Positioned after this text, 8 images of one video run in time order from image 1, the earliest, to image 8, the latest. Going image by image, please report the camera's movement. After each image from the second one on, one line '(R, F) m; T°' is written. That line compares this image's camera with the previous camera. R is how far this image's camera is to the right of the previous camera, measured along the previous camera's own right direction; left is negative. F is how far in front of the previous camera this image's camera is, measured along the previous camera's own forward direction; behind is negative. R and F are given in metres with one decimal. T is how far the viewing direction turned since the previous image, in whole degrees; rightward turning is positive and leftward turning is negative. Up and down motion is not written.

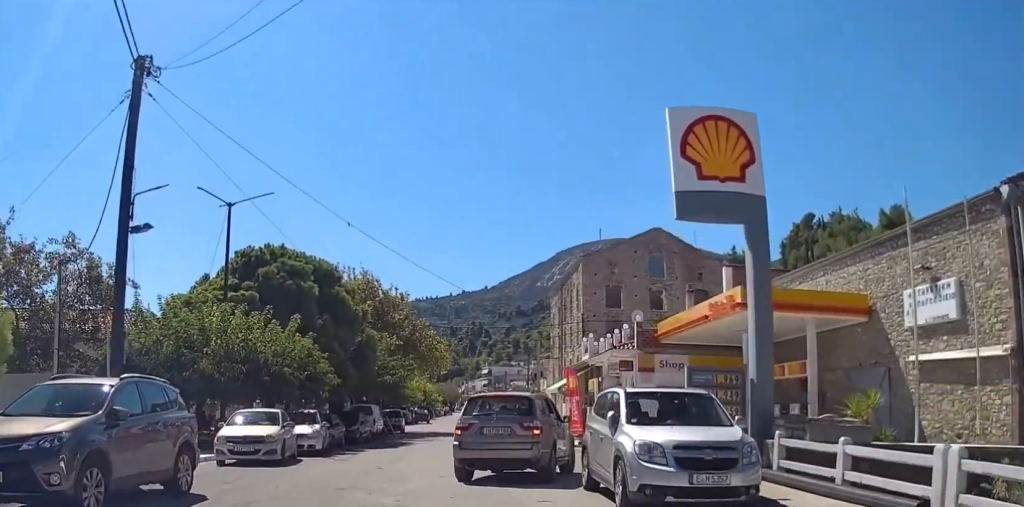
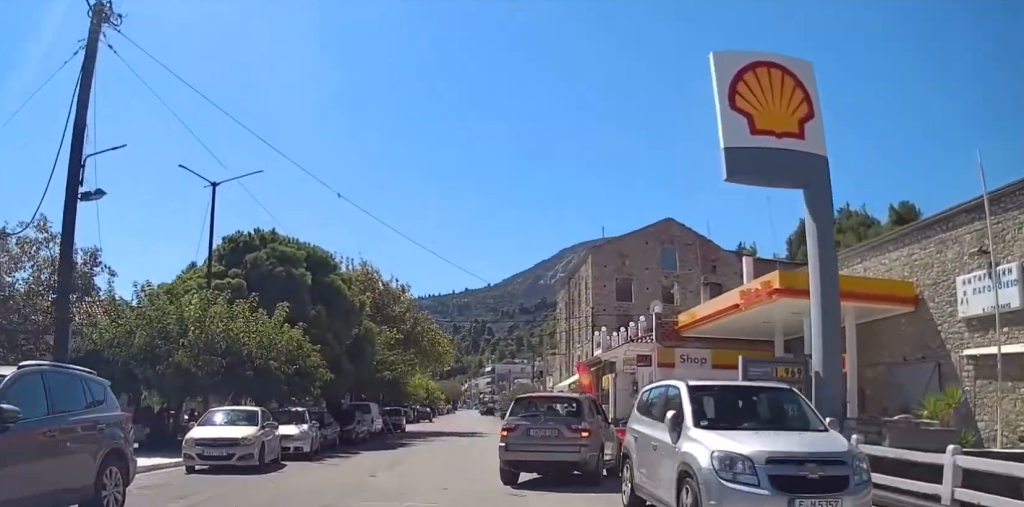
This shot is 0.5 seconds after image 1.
(+0.1, +2.7) m; -4°
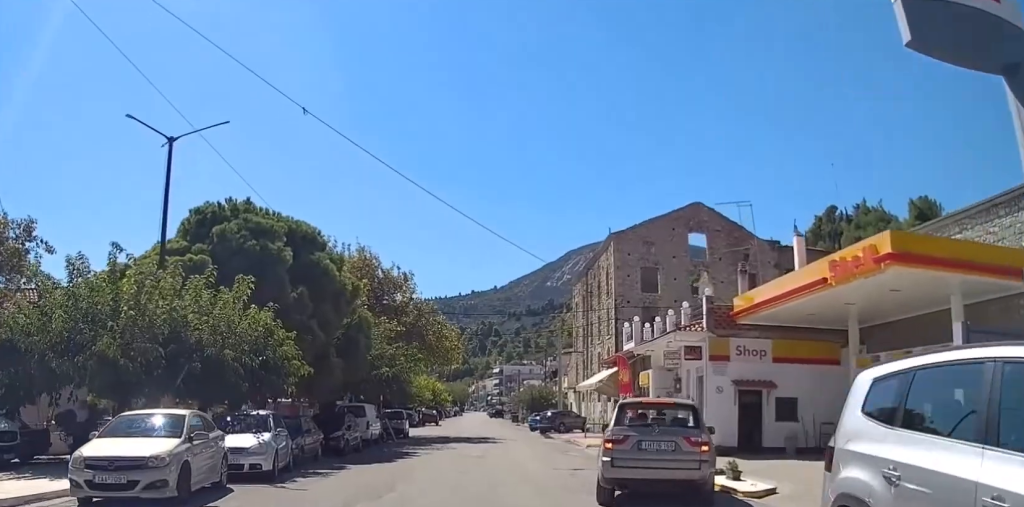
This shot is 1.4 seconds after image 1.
(-0.1, +4.7) m; -7°
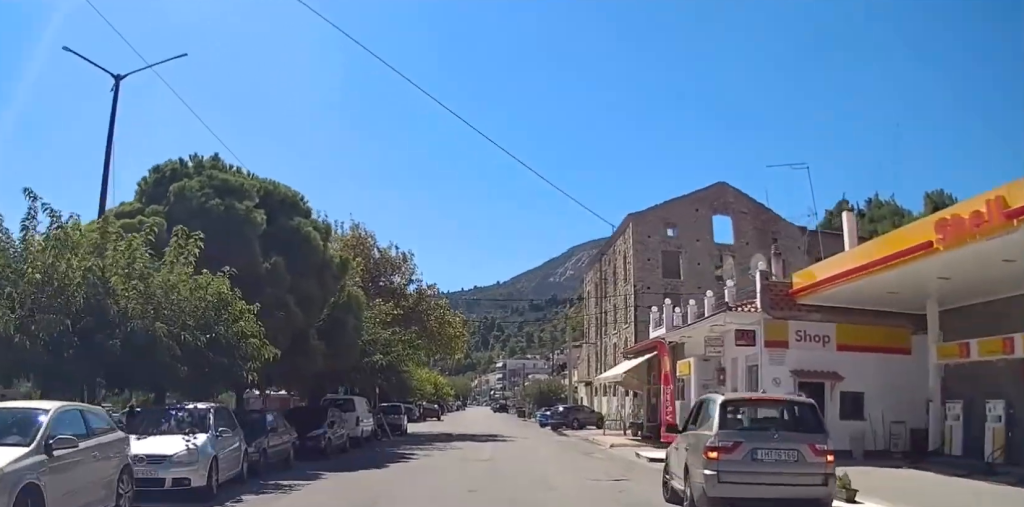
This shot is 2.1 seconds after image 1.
(-1.1, +3.1) m; +5°
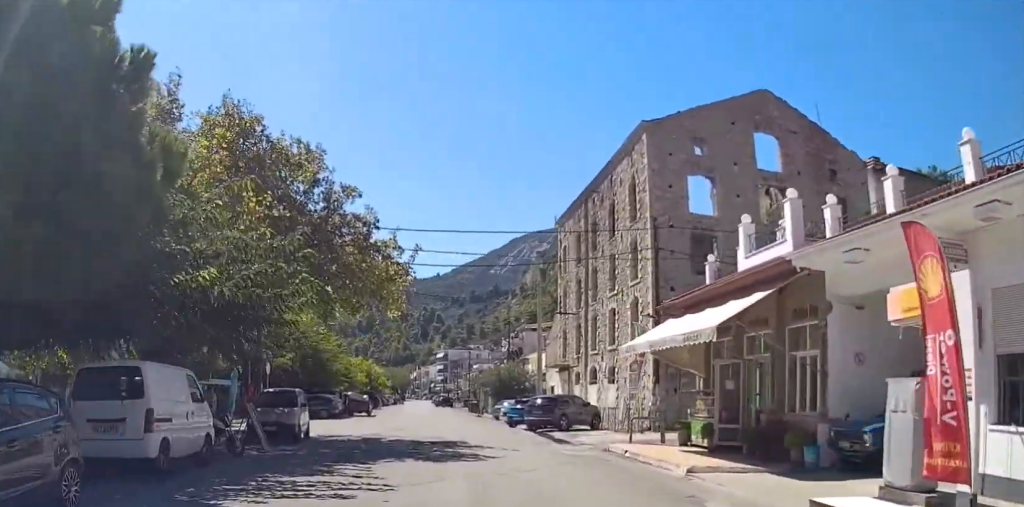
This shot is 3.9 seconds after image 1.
(+4.0, +13.5) m; +16°
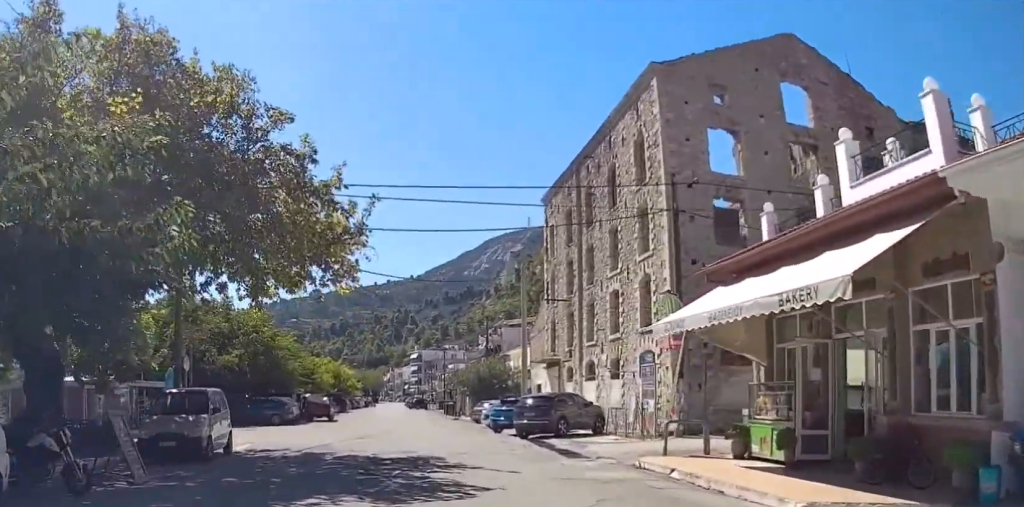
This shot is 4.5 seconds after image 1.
(-0.1, +6.1) m; -2°
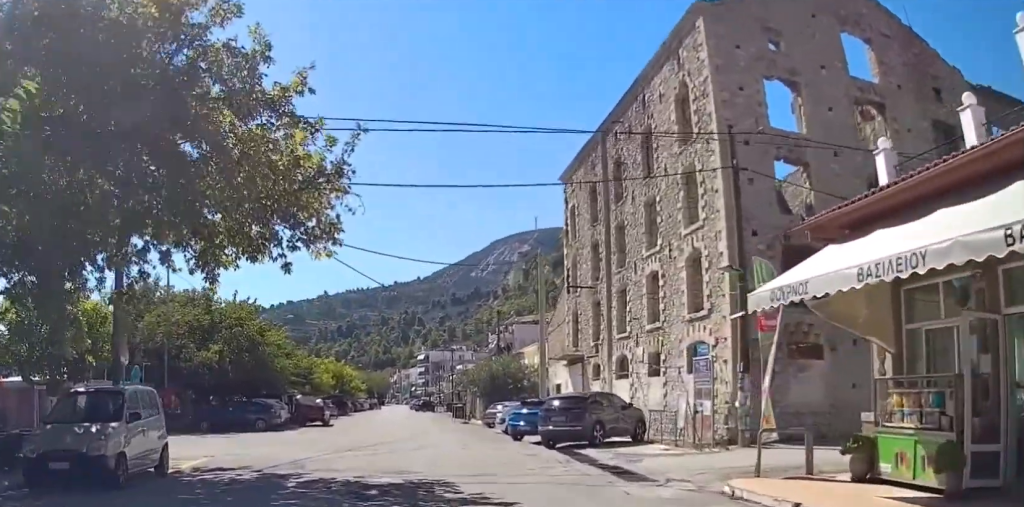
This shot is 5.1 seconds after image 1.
(-0.2, +5.0) m; -1°
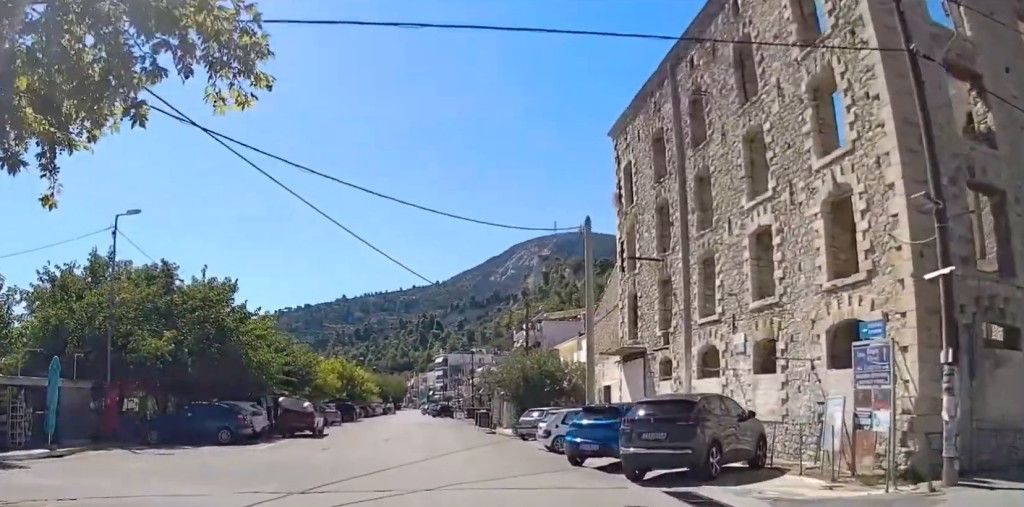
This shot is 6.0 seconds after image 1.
(+0.1, +8.5) m; -1°
